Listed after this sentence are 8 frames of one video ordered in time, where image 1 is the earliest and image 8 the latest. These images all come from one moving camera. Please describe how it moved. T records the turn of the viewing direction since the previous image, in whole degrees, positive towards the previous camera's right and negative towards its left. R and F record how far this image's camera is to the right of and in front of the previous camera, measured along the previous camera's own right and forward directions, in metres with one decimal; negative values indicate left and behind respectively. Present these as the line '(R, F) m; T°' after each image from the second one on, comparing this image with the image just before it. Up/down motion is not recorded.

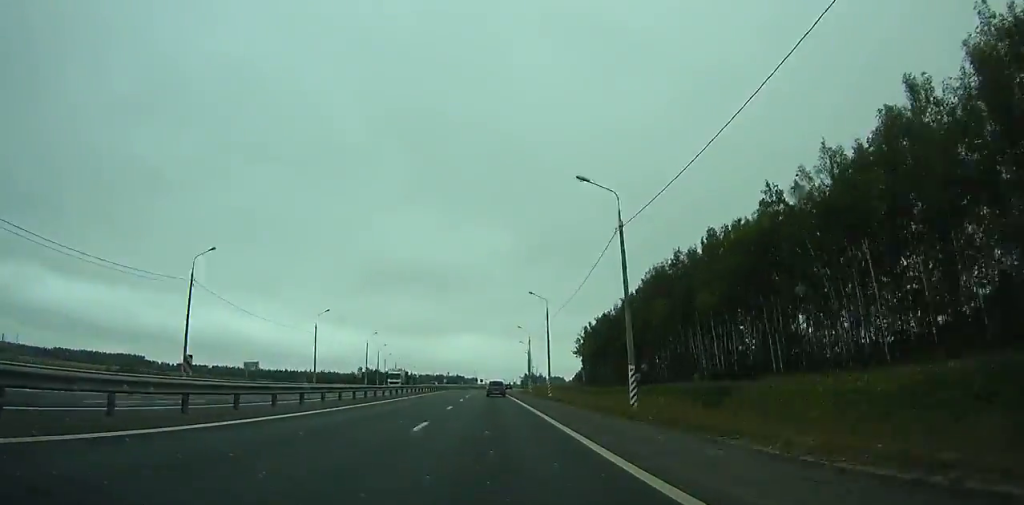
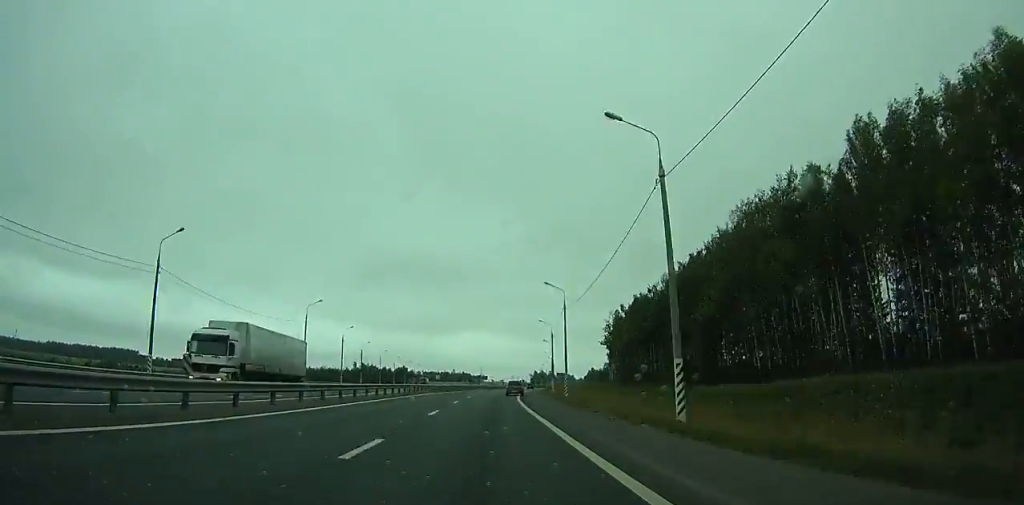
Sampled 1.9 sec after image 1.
(+0.2, +41.0) m; 0°
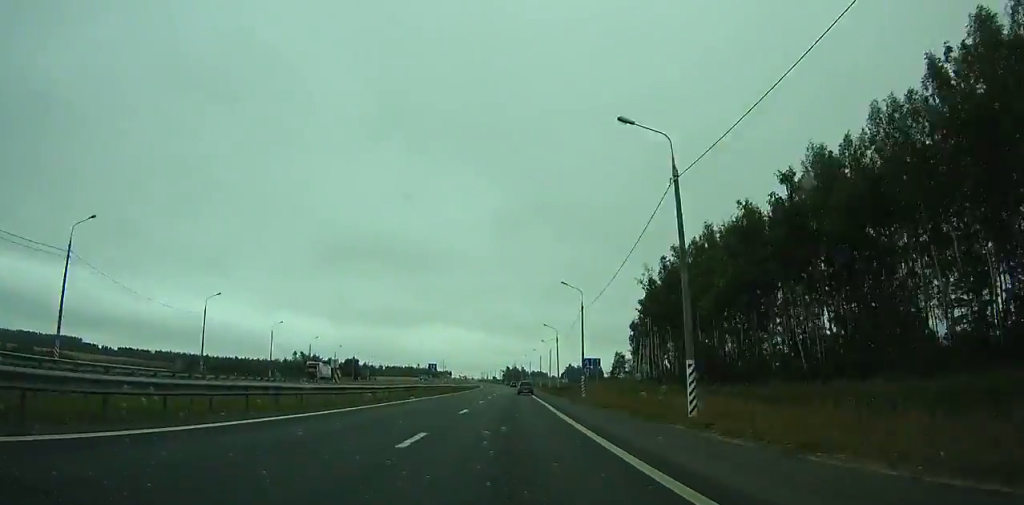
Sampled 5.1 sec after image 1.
(+0.1, +70.5) m; +1°
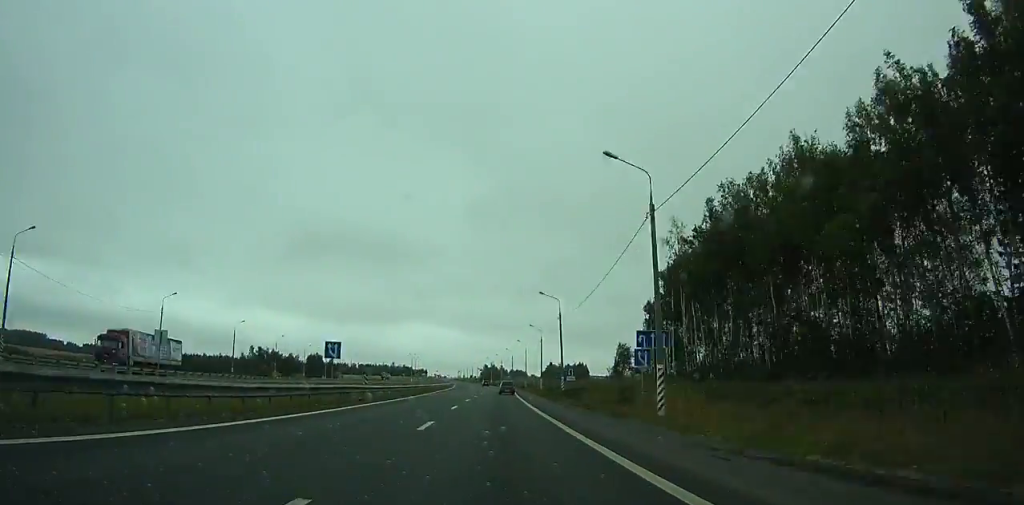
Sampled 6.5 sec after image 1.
(-0.8, +31.2) m; +1°
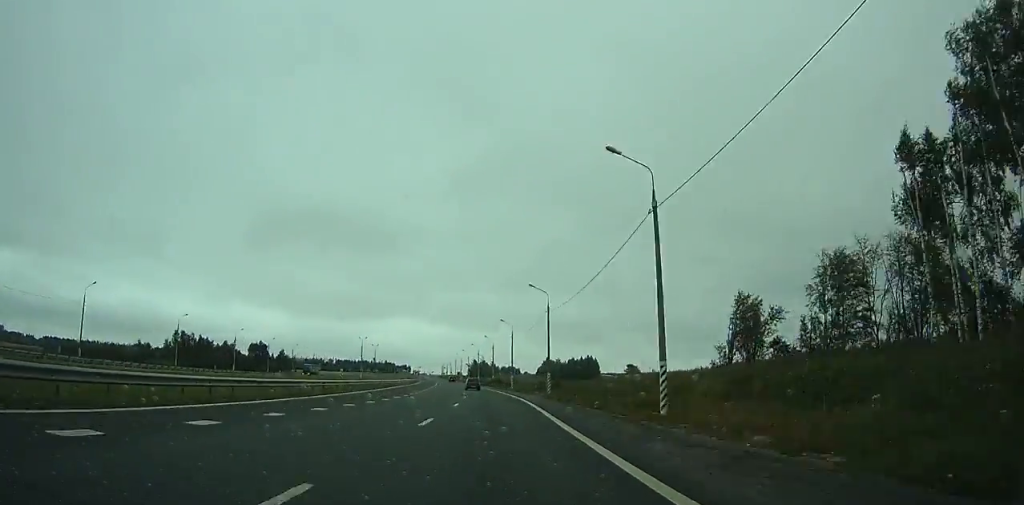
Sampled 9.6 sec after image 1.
(+2.8, +70.2) m; +2°
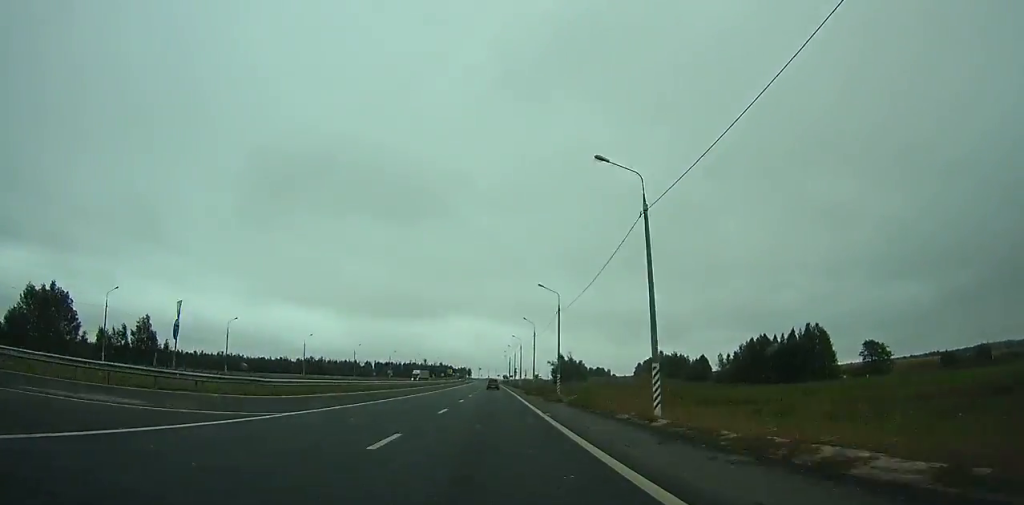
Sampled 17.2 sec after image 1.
(-11.3, +174.2) m; -7°
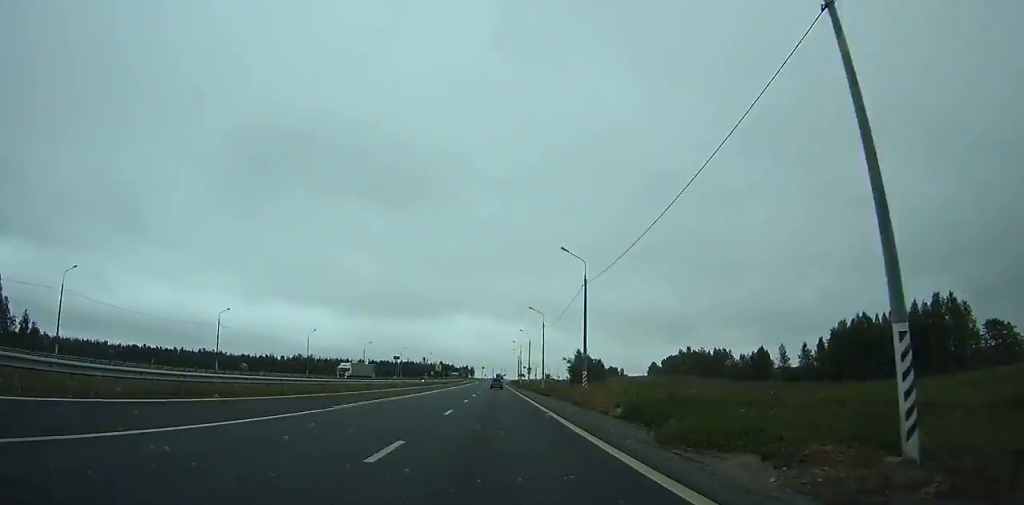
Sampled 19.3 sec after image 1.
(-0.4, +48.6) m; 0°
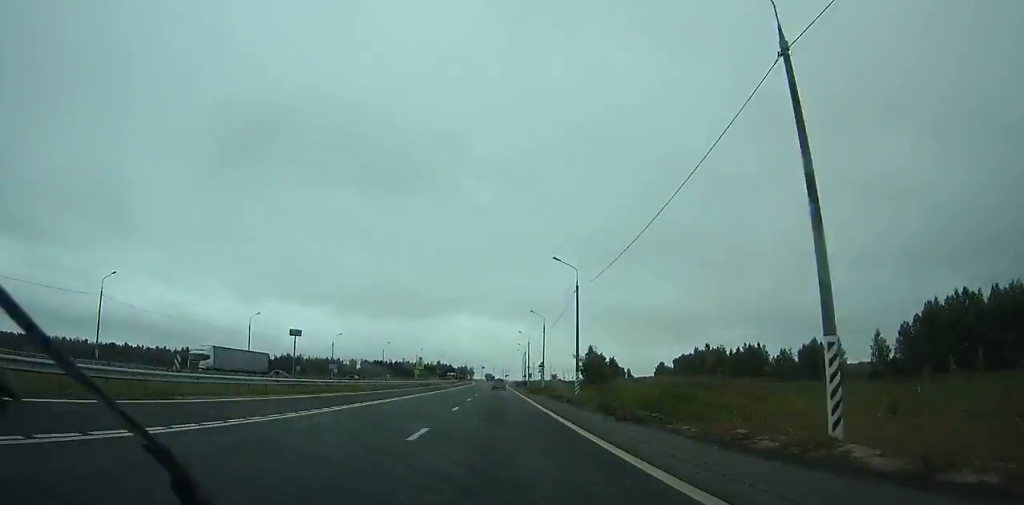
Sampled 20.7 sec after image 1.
(-0.1, +32.4) m; 0°
